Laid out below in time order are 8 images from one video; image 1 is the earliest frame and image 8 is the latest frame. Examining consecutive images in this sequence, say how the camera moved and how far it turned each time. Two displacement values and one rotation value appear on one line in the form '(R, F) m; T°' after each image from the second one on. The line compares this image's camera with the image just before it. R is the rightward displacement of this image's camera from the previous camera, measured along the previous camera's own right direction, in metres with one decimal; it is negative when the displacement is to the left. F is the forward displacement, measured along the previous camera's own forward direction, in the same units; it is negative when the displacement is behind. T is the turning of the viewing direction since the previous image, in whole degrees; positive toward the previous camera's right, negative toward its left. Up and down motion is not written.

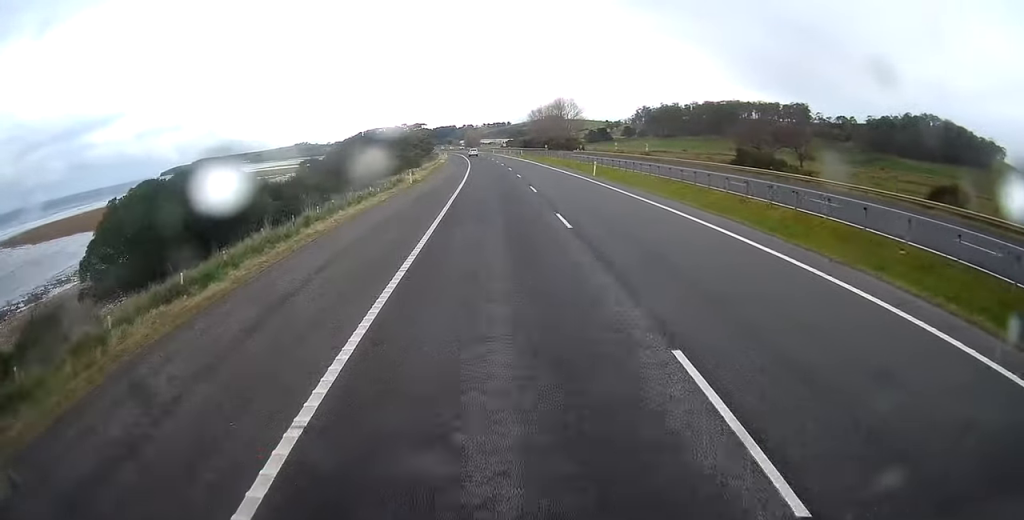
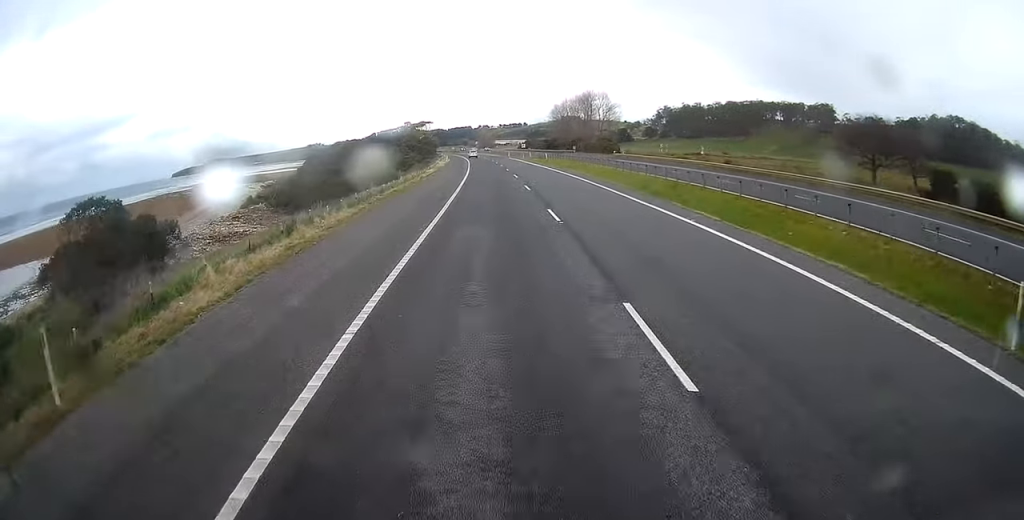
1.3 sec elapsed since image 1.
(-0.5, +34.7) m; -1°
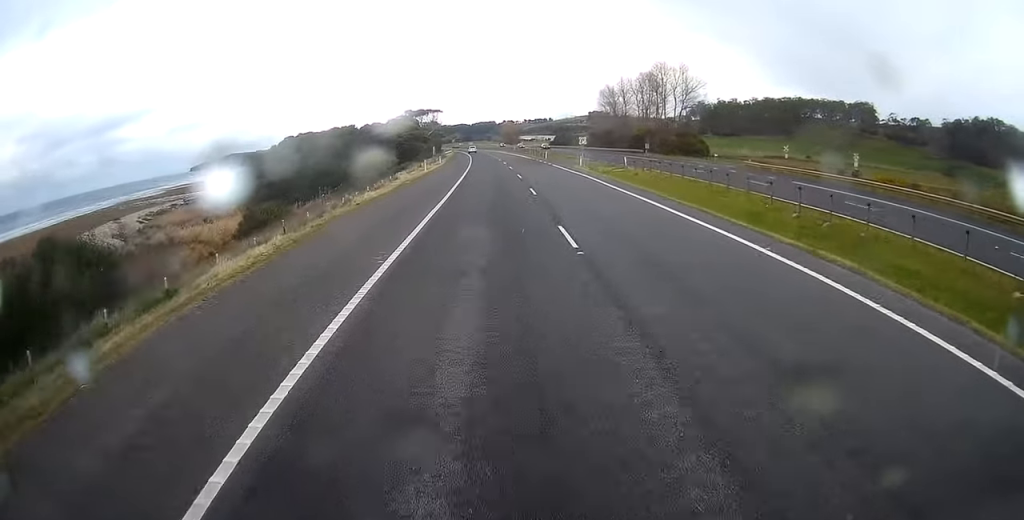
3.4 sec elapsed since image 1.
(-1.2, +54.3) m; -3°
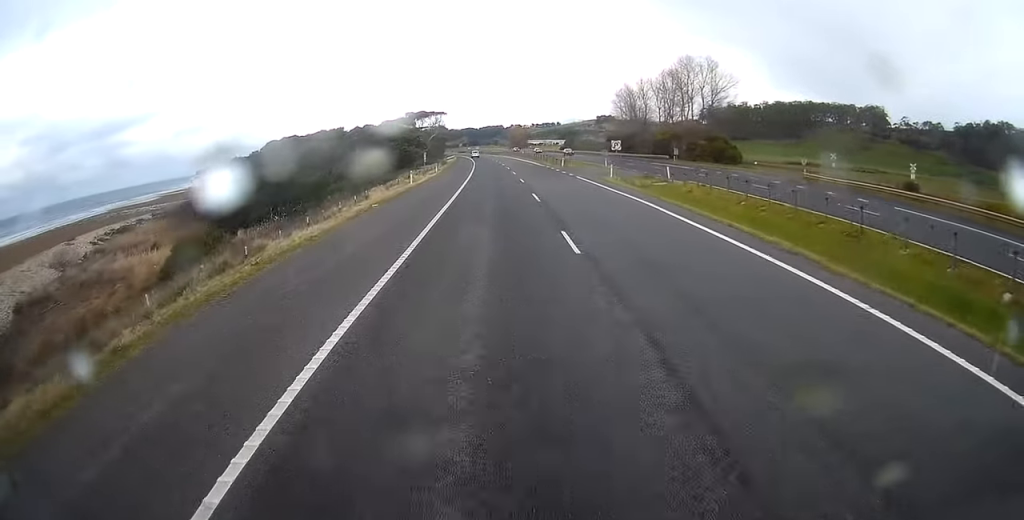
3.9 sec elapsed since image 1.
(-0.1, +11.8) m; -1°
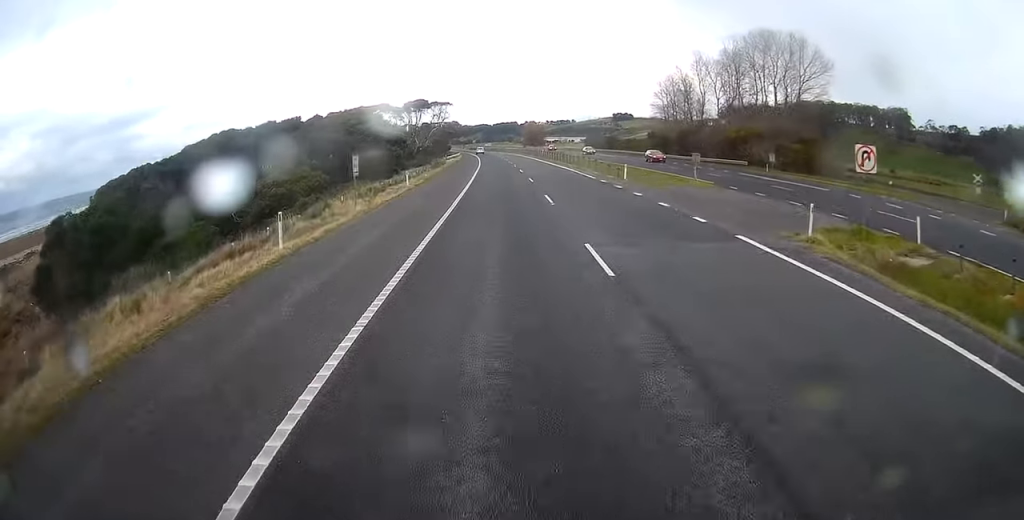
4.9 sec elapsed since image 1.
(-0.5, +26.6) m; -2°
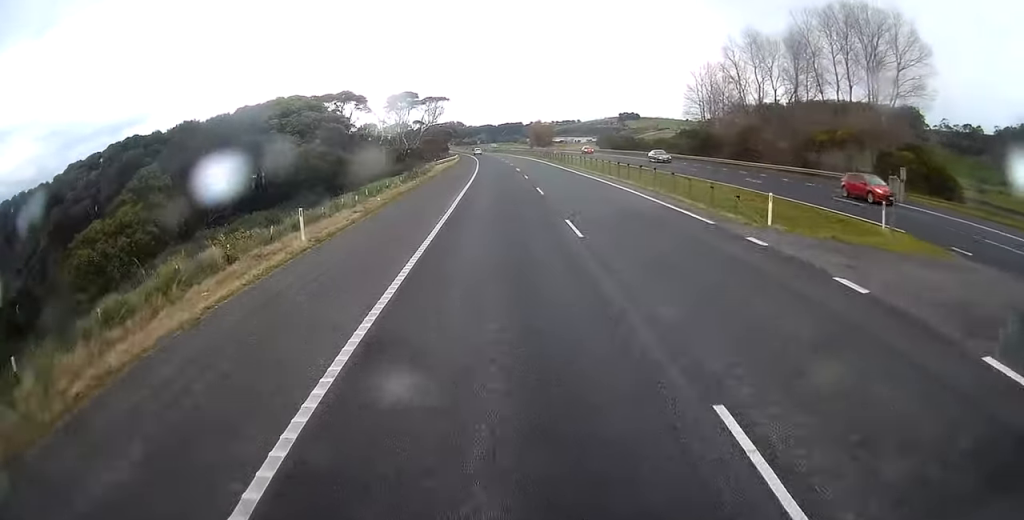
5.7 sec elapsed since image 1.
(-0.2, +19.8) m; -1°
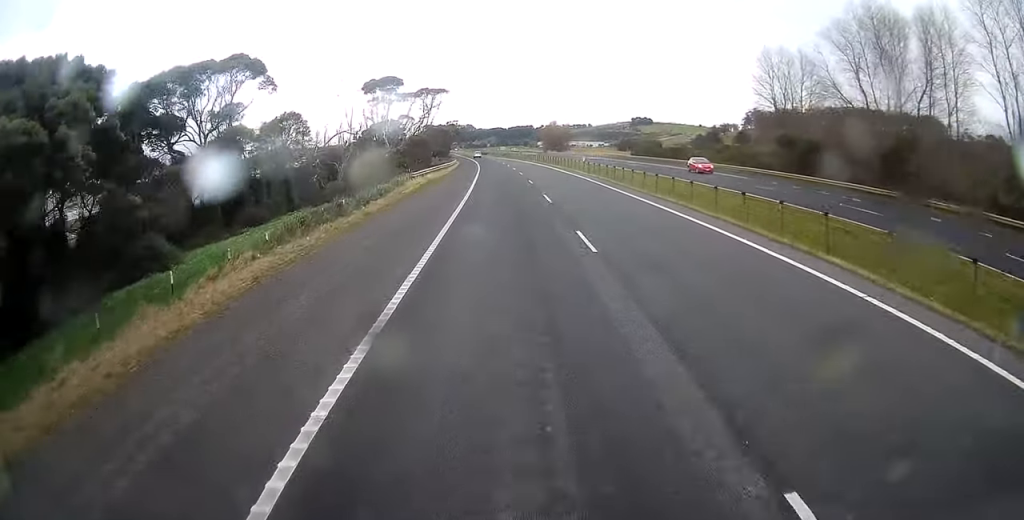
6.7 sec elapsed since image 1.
(-0.4, +25.4) m; -1°
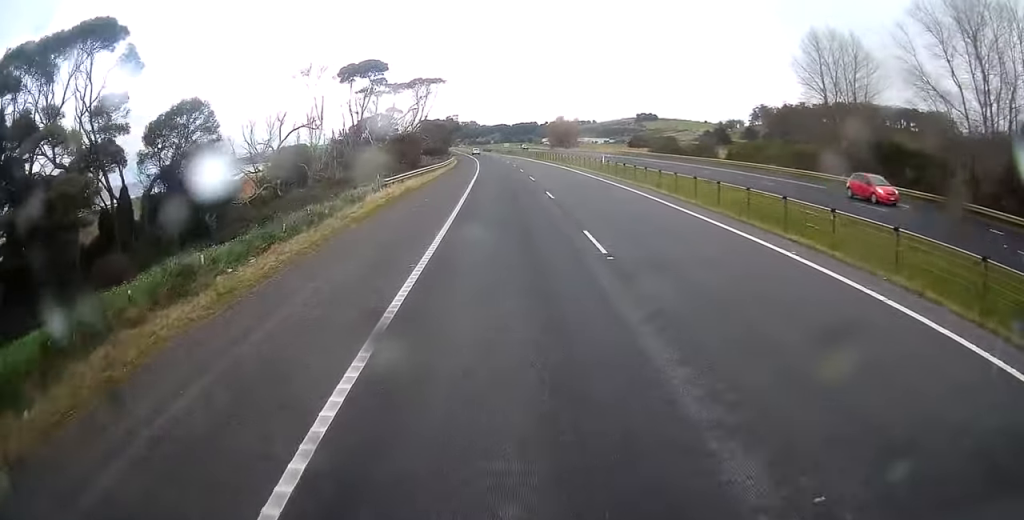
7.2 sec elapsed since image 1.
(-0.1, +12.8) m; 0°
